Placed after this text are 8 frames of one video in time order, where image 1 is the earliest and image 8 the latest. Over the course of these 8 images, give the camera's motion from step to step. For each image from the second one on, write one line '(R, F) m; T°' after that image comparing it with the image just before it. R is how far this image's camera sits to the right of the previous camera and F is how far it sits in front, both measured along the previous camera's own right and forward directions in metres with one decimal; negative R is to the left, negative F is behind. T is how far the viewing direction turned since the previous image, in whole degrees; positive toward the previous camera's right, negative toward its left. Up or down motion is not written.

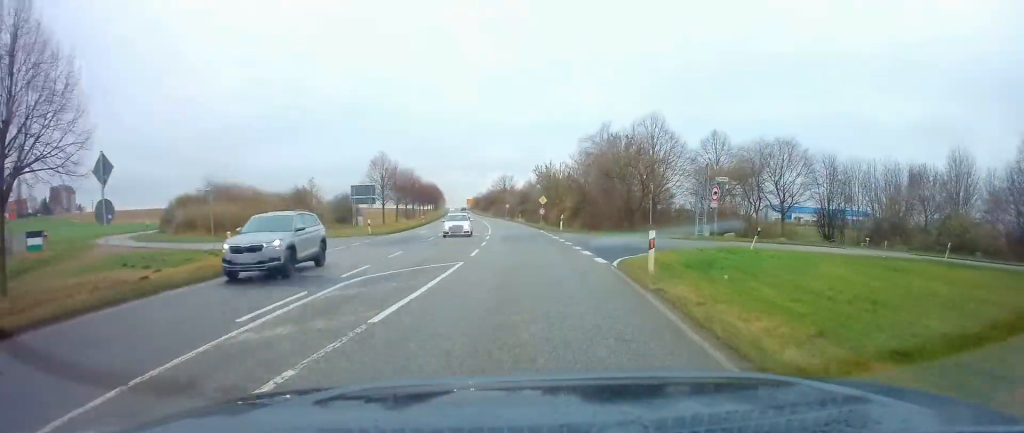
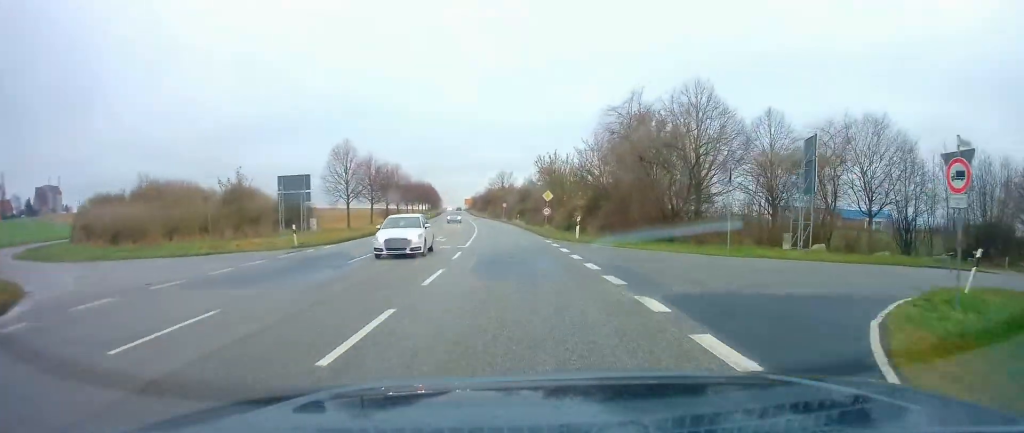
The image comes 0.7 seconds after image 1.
(-0.1, +13.9) m; -1°
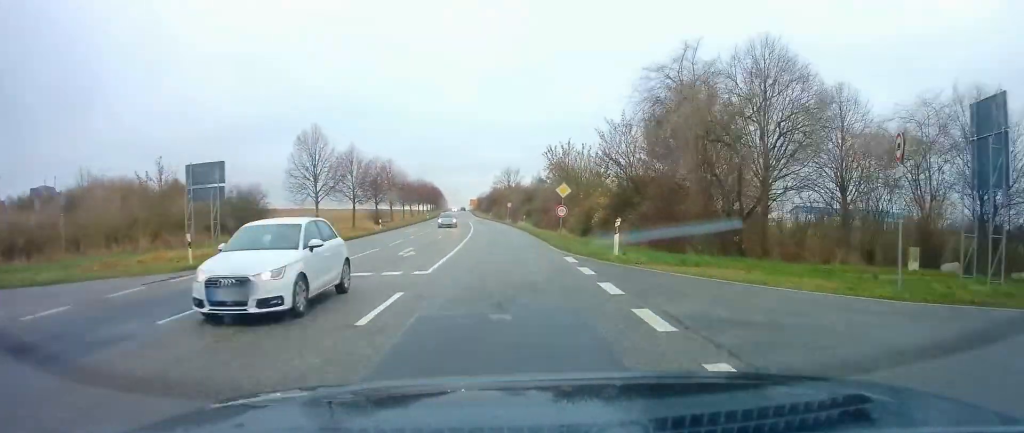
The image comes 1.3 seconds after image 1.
(+0.1, +10.4) m; -1°
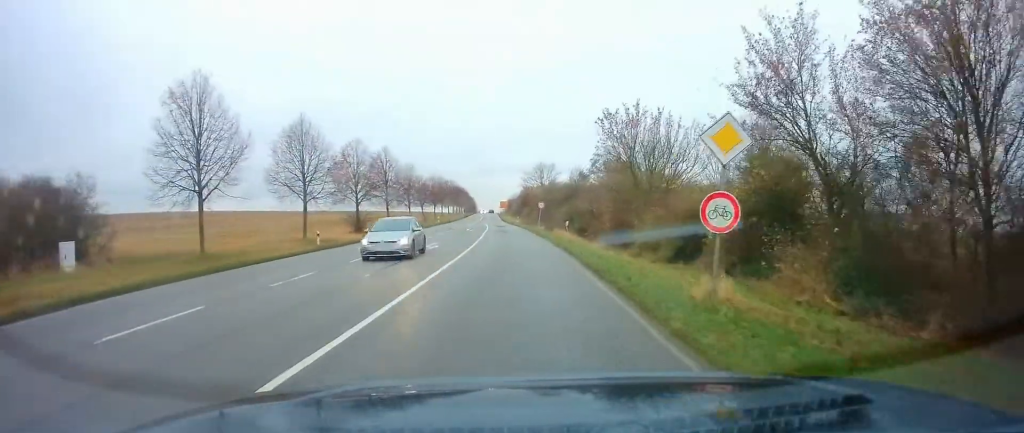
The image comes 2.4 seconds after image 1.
(-0.4, +21.3) m; -3°
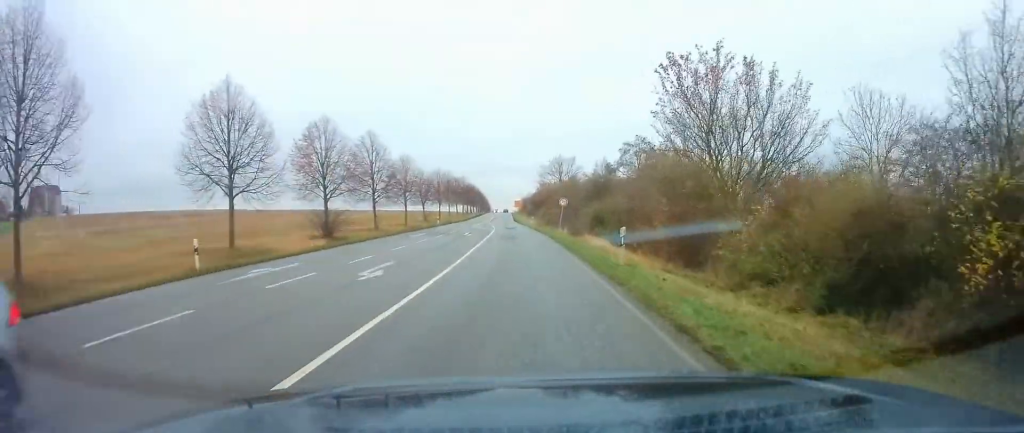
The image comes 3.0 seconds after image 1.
(-0.4, +12.6) m; -1°
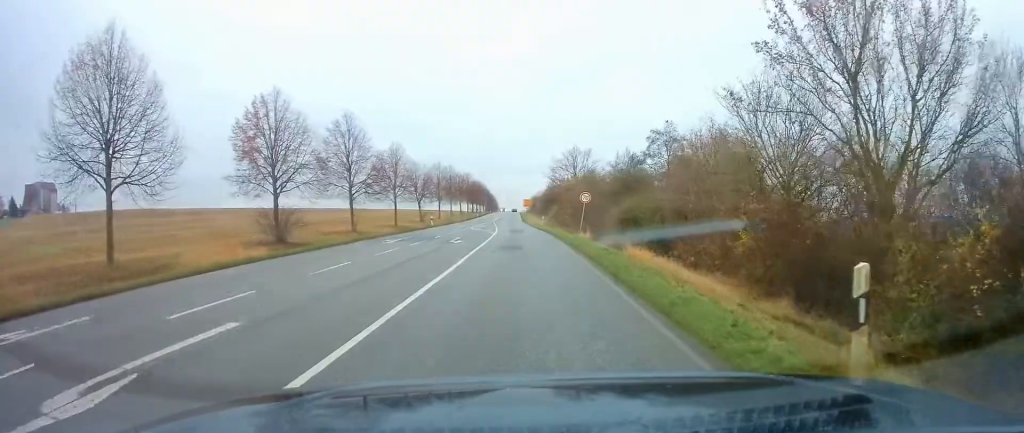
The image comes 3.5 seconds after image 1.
(-0.2, +10.3) m; -1°
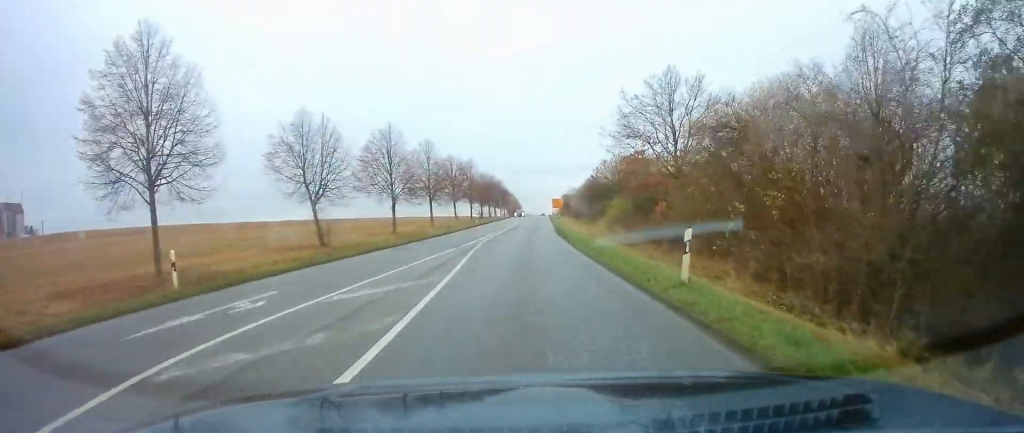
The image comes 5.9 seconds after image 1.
(-1.0, +44.8) m; -2°
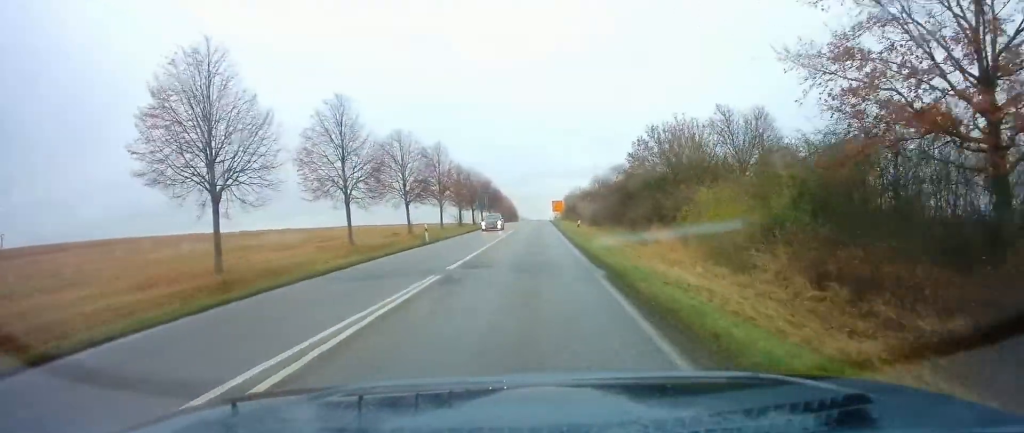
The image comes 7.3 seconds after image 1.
(-0.2, +27.1) m; 0°
